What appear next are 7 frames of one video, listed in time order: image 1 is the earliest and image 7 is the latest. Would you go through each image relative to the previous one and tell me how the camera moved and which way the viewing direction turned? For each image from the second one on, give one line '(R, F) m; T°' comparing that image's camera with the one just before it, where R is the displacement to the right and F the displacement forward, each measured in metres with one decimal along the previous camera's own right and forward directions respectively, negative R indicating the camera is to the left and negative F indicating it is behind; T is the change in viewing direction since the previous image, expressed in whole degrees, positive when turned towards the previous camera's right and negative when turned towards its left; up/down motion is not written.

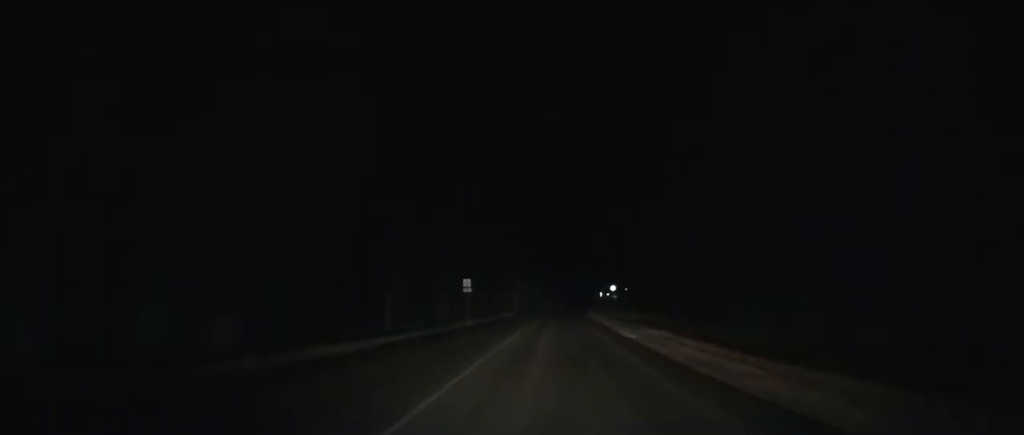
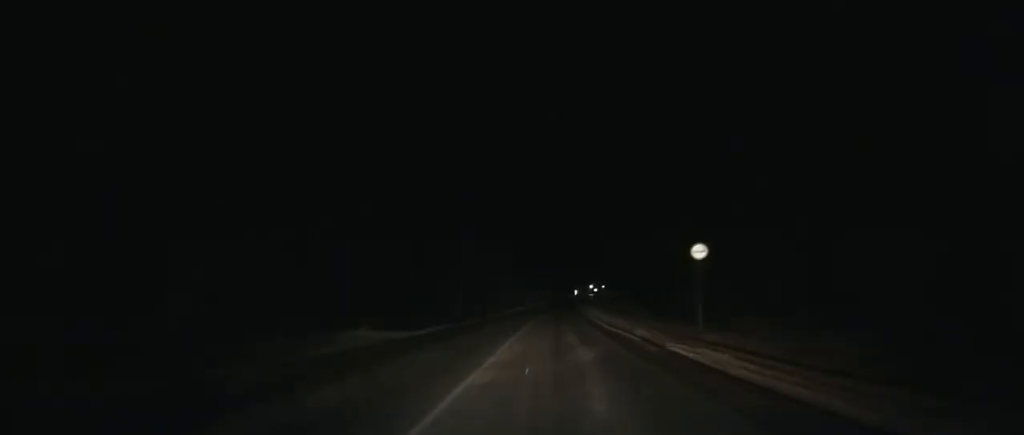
(+1.6, +57.1) m; +3°
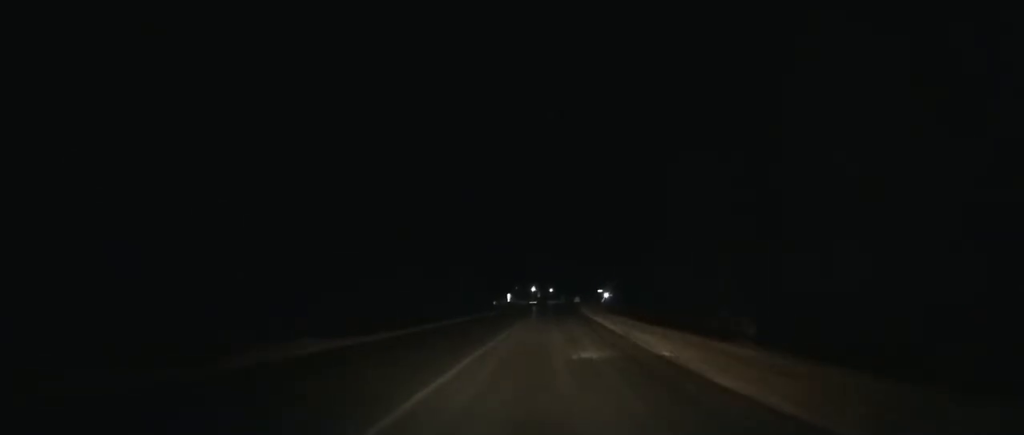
(+12.9, +178.8) m; +6°
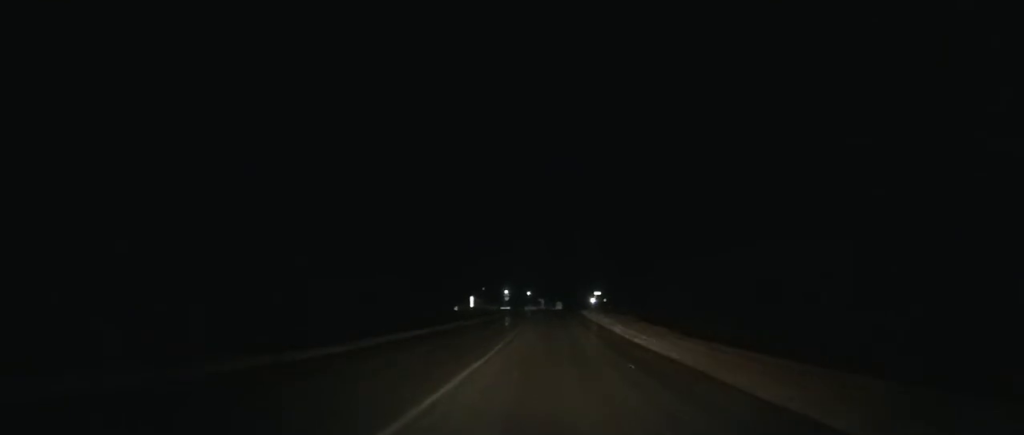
(+0.9, +60.8) m; +2°
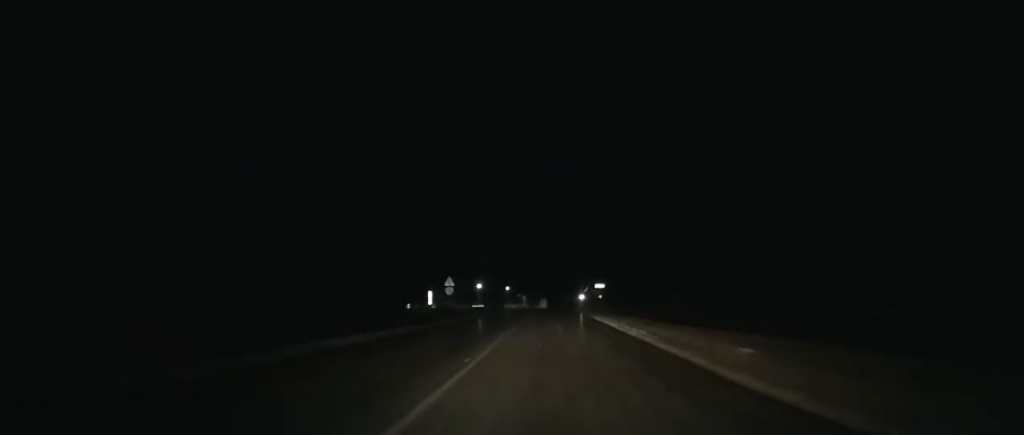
(+0.4, +41.8) m; +1°
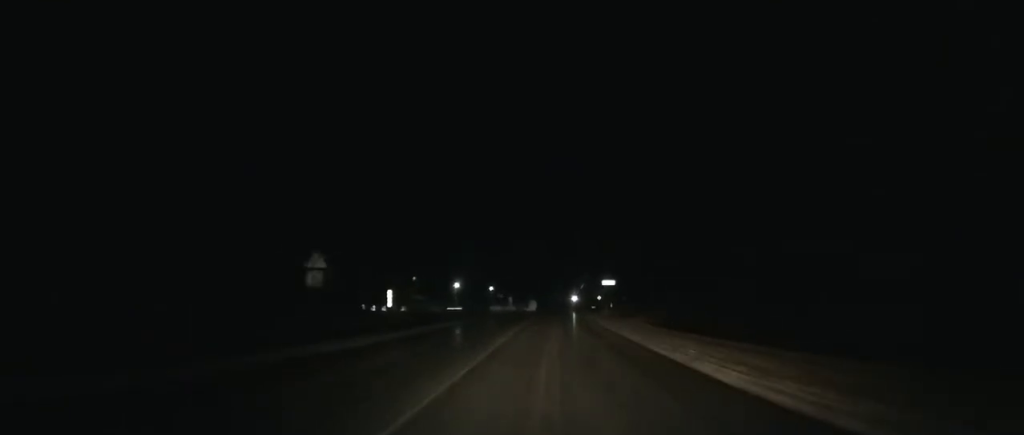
(+0.3, +26.7) m; +1°
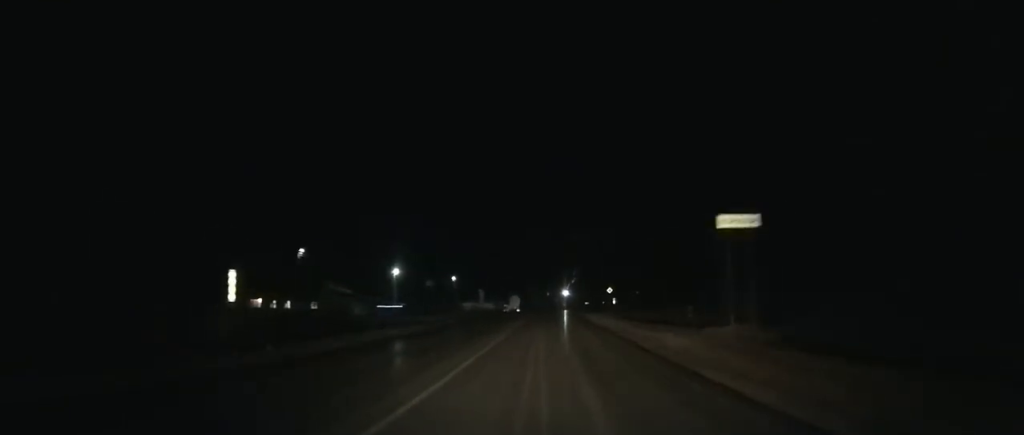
(+0.7, +51.3) m; +2°
